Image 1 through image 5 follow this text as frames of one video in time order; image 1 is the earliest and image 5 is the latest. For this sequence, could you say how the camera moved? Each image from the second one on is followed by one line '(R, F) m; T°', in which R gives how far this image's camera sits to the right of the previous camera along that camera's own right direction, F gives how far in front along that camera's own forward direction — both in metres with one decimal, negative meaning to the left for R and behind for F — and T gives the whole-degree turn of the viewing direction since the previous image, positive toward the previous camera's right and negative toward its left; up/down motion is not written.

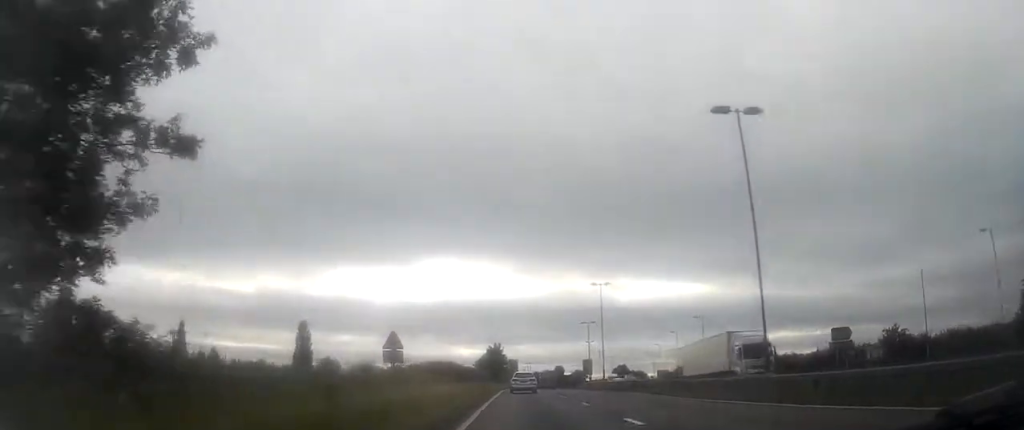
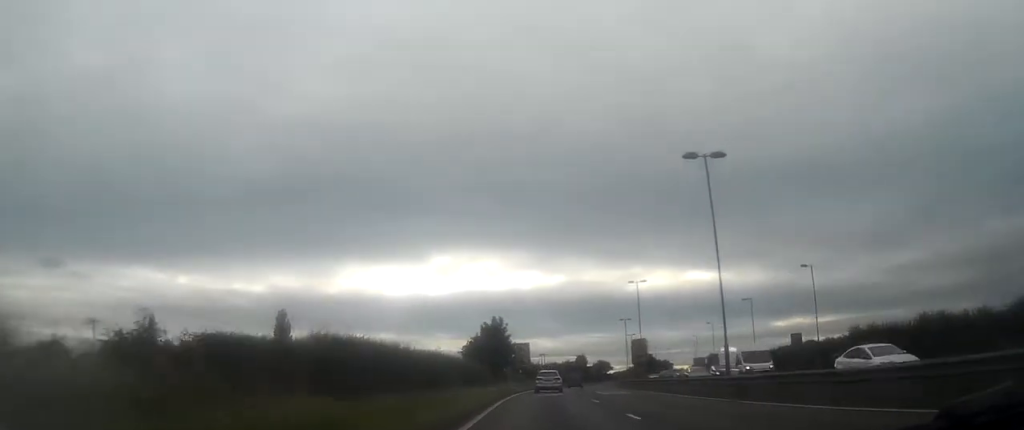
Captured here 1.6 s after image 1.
(-0.4, +34.4) m; -1°
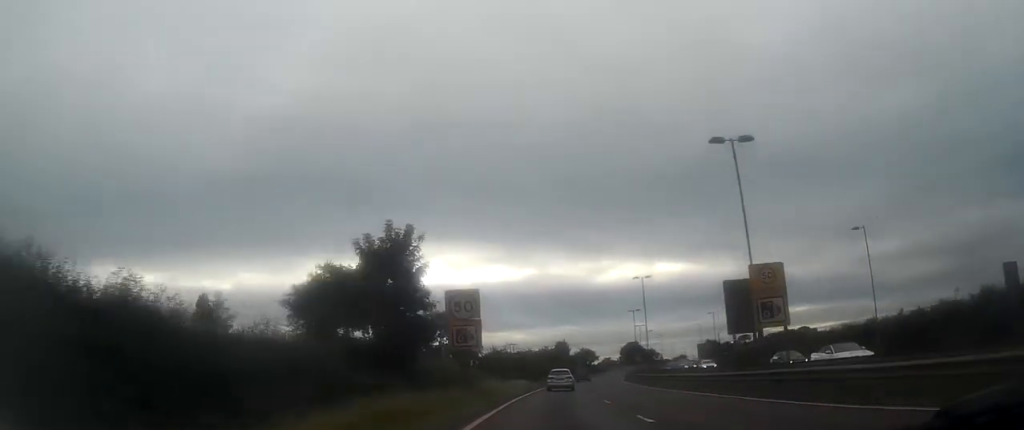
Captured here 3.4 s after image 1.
(+0.7, +37.2) m; +2°
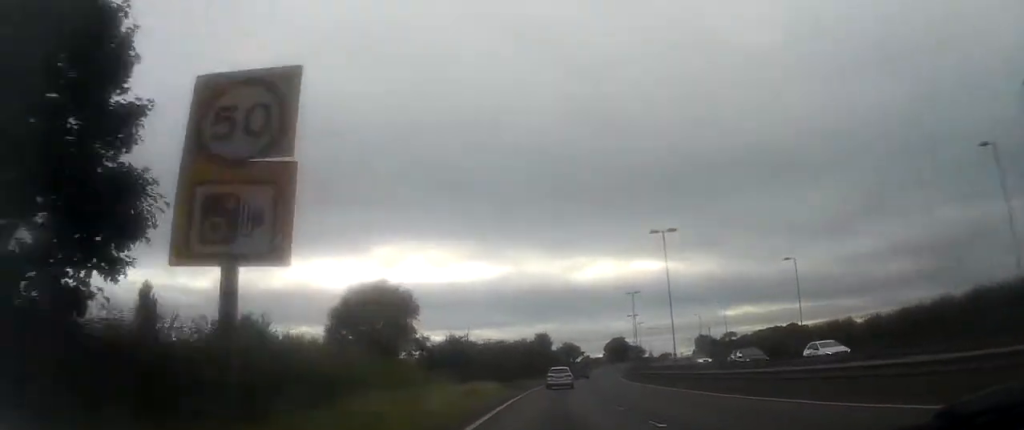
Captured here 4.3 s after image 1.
(+0.2, +19.3) m; +1°
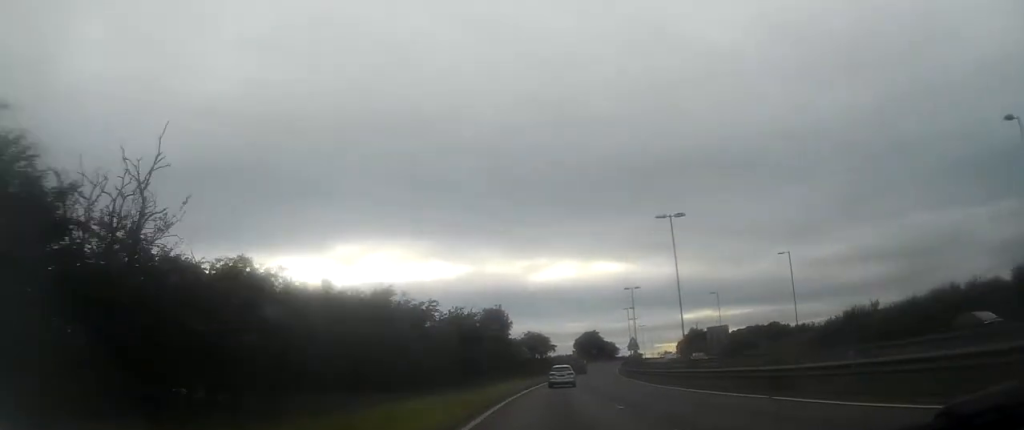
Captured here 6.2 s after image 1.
(+1.3, +38.5) m; +4°
